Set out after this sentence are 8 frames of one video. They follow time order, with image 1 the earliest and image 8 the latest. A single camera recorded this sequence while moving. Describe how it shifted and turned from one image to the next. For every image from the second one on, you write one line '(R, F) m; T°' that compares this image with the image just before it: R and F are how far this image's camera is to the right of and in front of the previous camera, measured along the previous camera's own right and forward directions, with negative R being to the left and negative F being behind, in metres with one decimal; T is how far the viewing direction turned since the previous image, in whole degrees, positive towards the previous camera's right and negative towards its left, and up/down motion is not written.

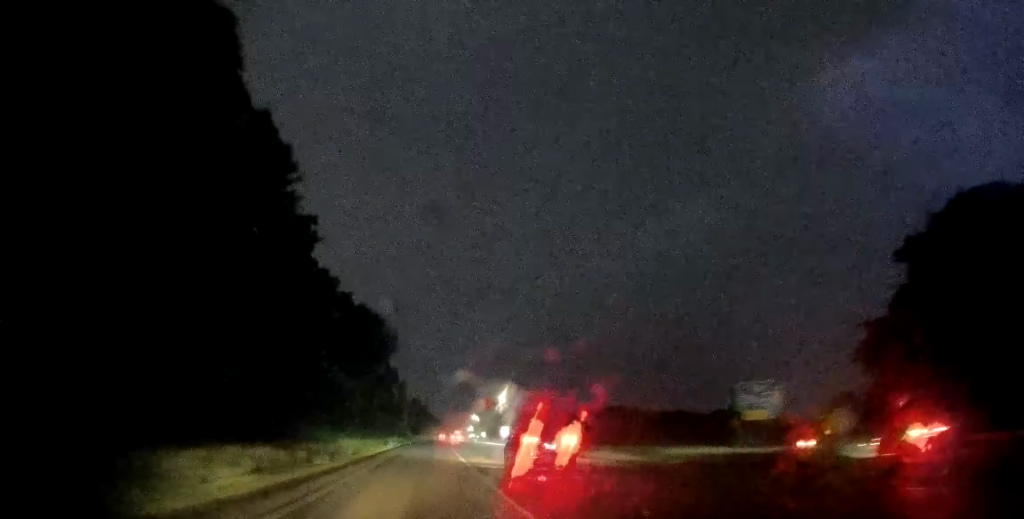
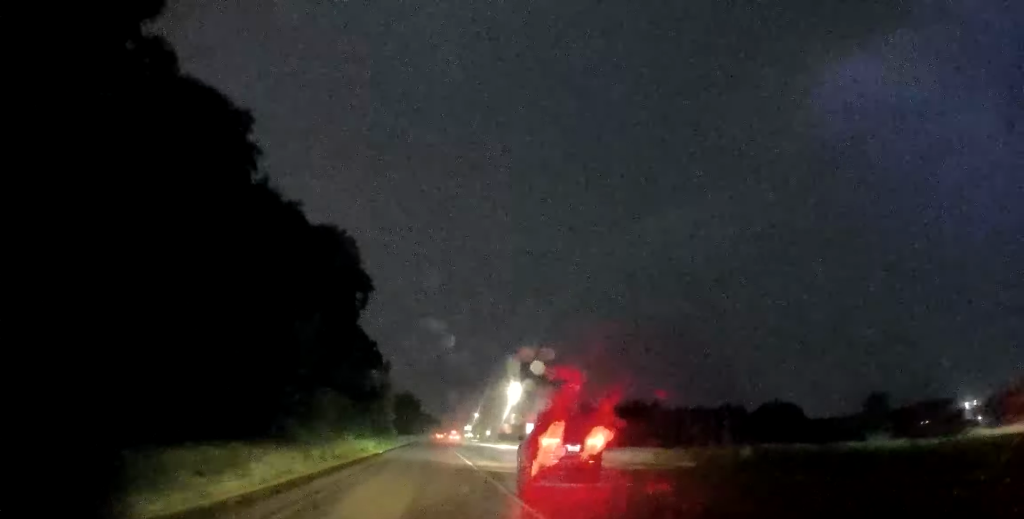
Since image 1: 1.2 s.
(-0.5, +35.5) m; 0°
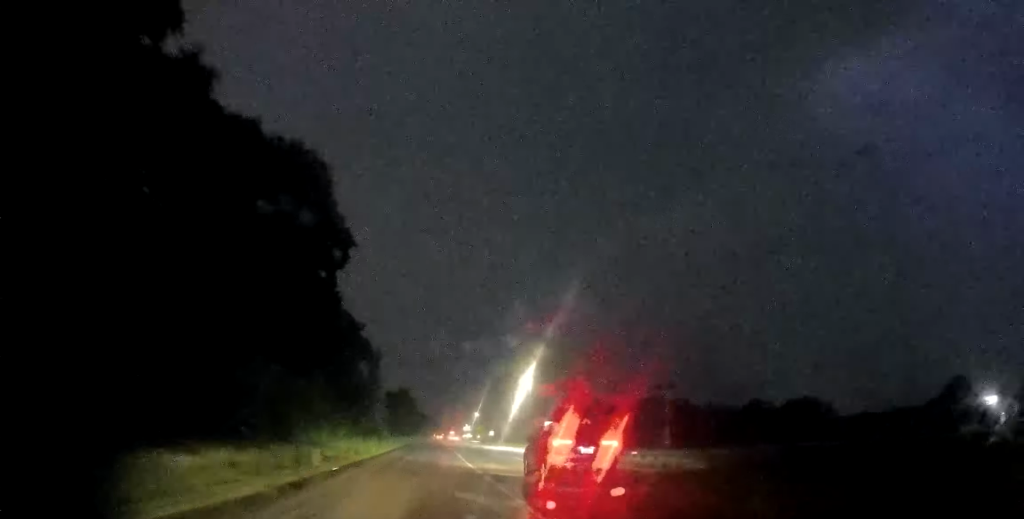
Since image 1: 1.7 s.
(+0.4, +15.4) m; 0°
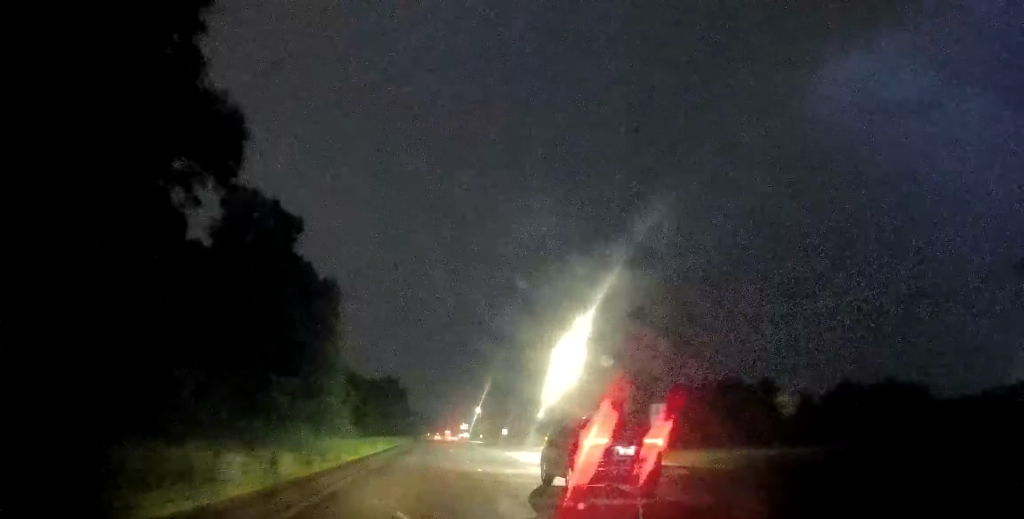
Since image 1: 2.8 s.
(-0.1, +36.1) m; 0°
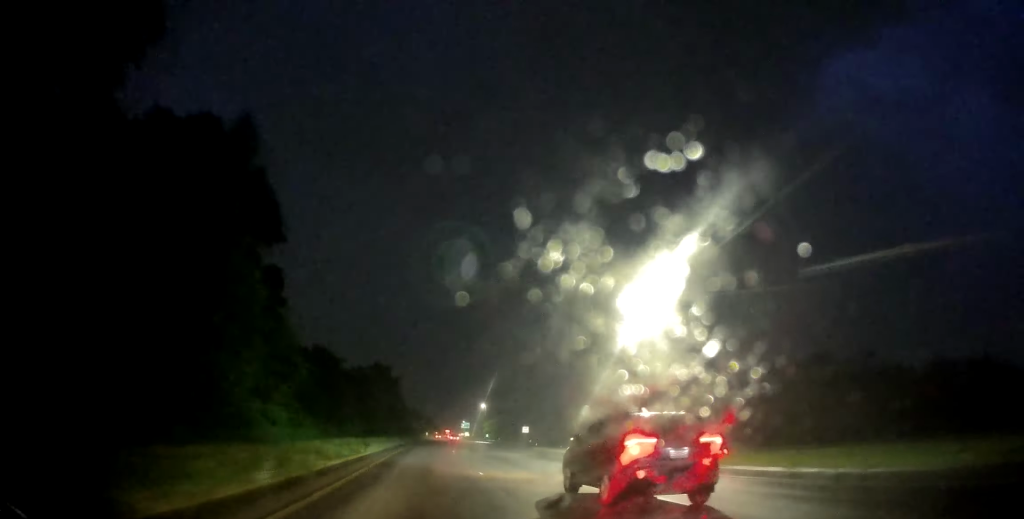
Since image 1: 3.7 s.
(+0.3, +26.3) m; +1°
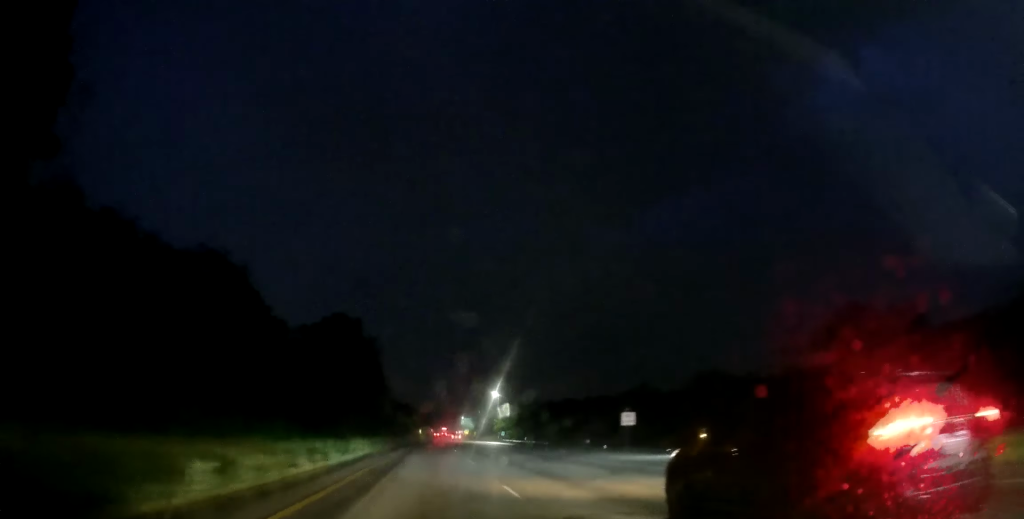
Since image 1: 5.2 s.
(+0.4, +48.1) m; +1°
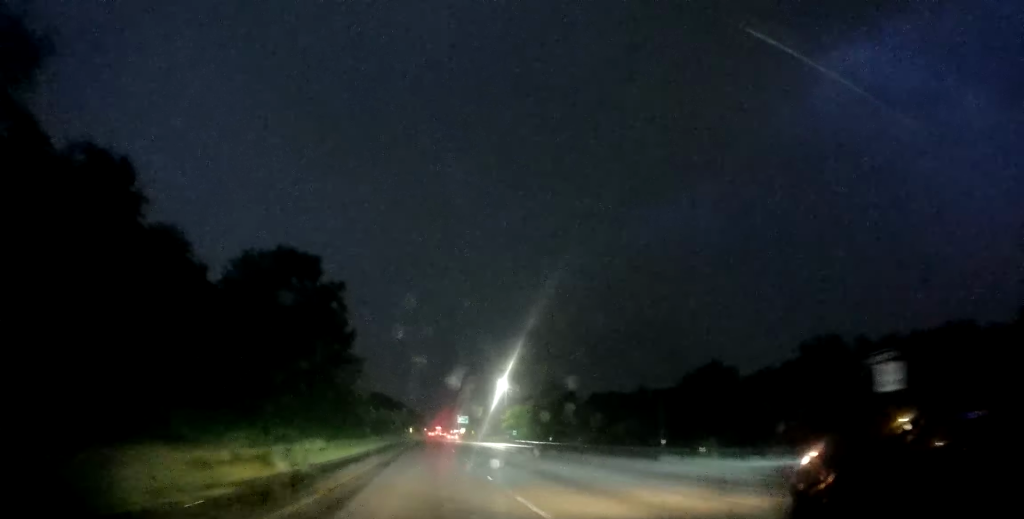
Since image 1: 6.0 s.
(+0.2, +26.9) m; +1°
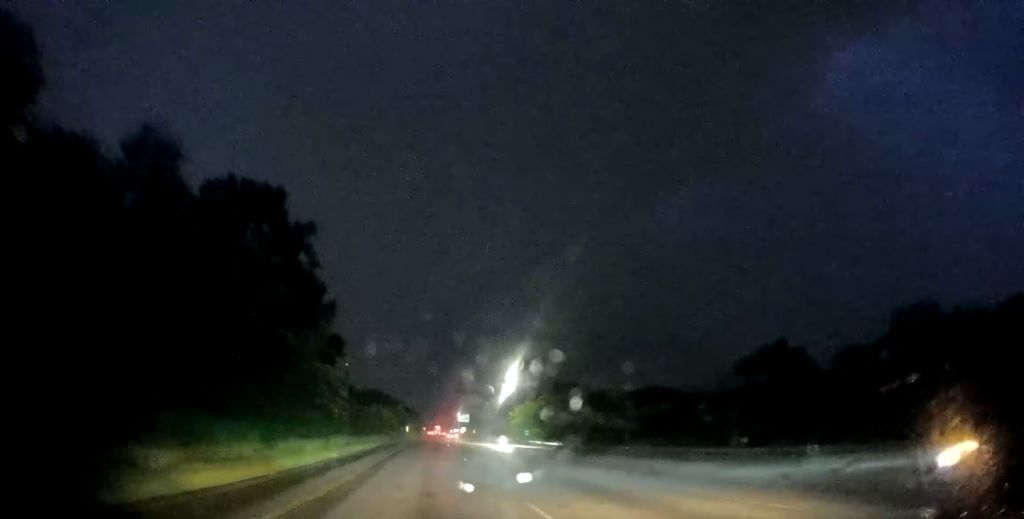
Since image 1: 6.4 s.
(0.0, +14.0) m; 0°
